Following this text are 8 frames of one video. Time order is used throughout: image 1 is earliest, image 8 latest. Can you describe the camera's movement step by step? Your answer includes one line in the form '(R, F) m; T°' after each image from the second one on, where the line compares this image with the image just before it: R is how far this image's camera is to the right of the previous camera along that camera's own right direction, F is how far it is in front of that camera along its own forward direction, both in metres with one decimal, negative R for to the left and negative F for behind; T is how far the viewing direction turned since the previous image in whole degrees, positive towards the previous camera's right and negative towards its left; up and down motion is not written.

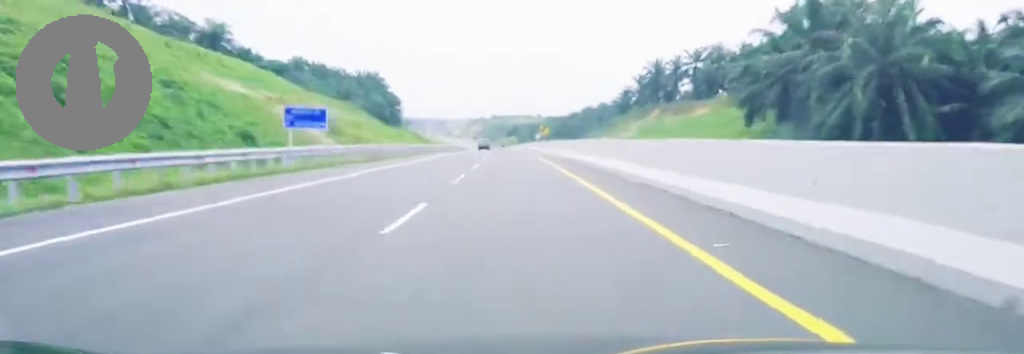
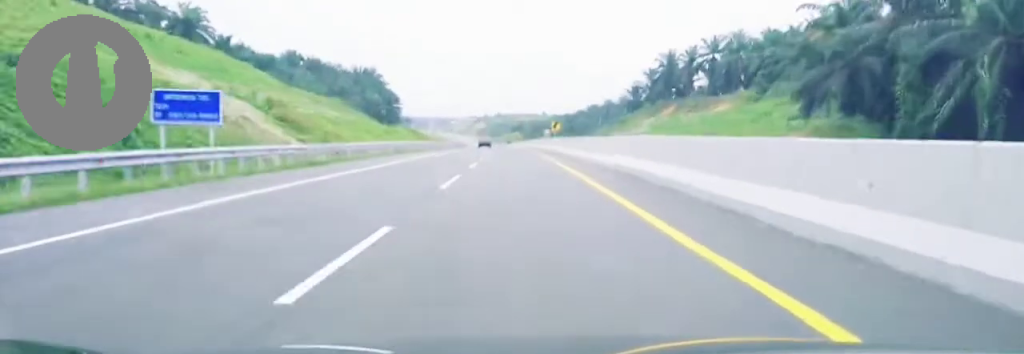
(0.0, +16.7) m; 0°
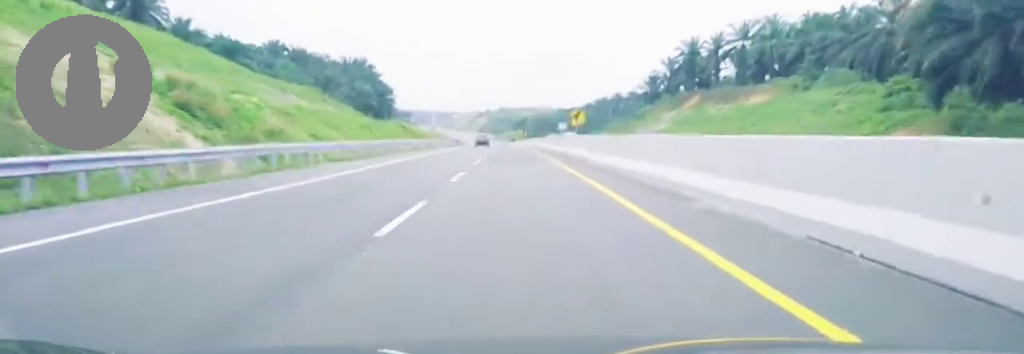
(-0.1, +22.2) m; -1°
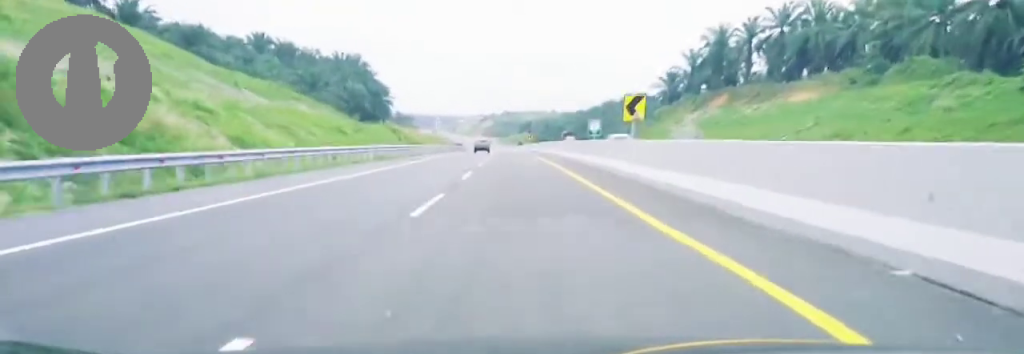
(-0.1, +23.3) m; 0°
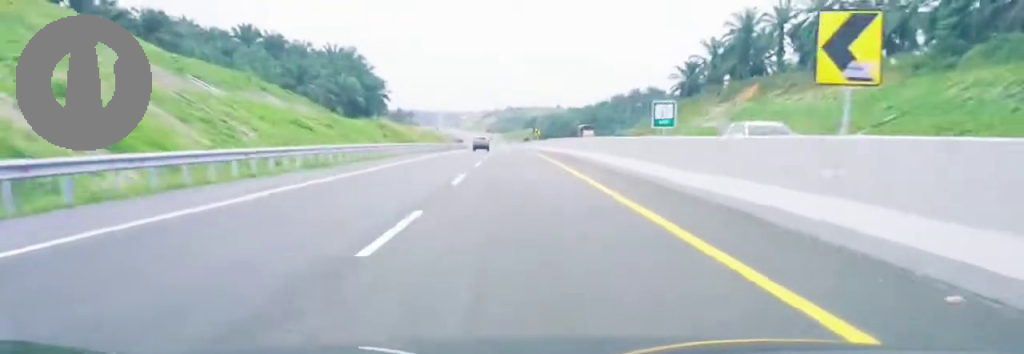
(-0.2, +18.9) m; 0°
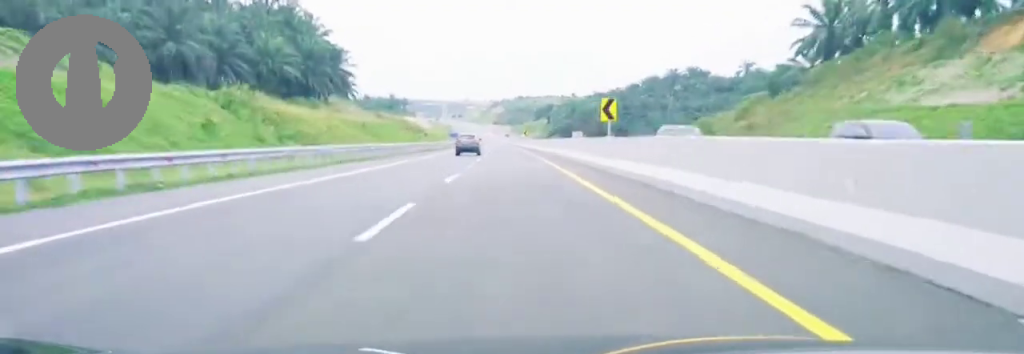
(0.0, +77.0) m; -1°
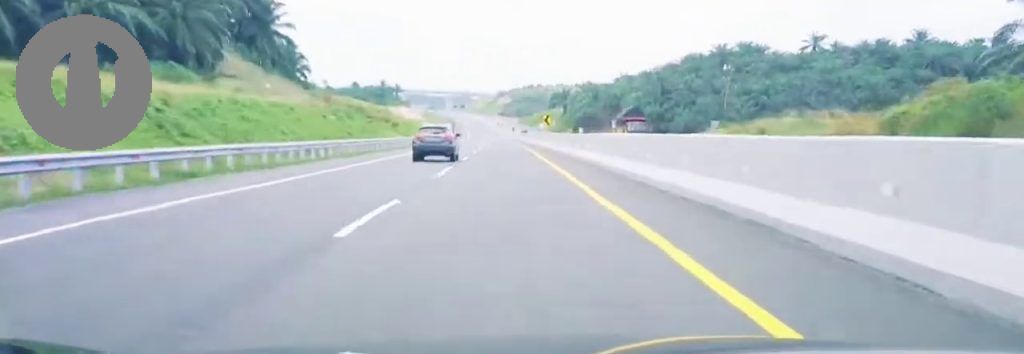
(-0.4, +67.1) m; 0°
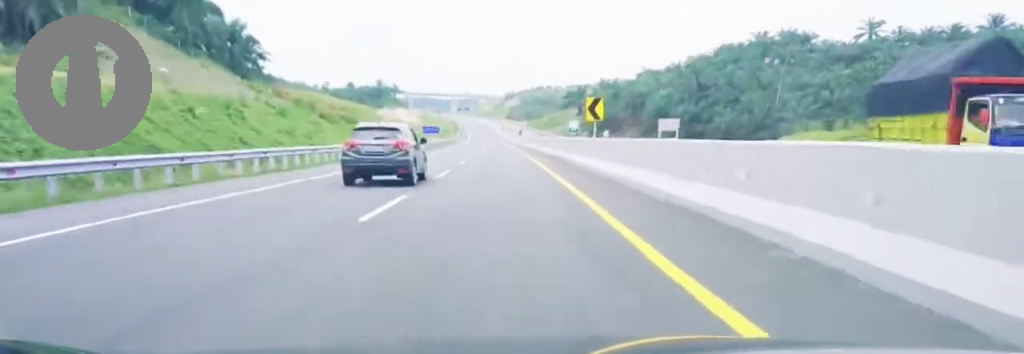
(0.0, +35.9) m; 0°
